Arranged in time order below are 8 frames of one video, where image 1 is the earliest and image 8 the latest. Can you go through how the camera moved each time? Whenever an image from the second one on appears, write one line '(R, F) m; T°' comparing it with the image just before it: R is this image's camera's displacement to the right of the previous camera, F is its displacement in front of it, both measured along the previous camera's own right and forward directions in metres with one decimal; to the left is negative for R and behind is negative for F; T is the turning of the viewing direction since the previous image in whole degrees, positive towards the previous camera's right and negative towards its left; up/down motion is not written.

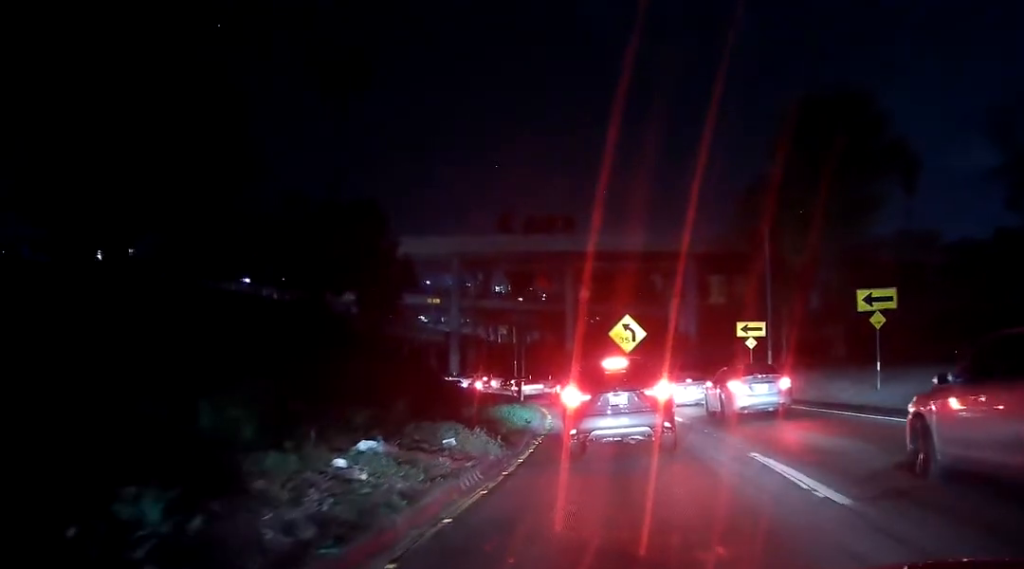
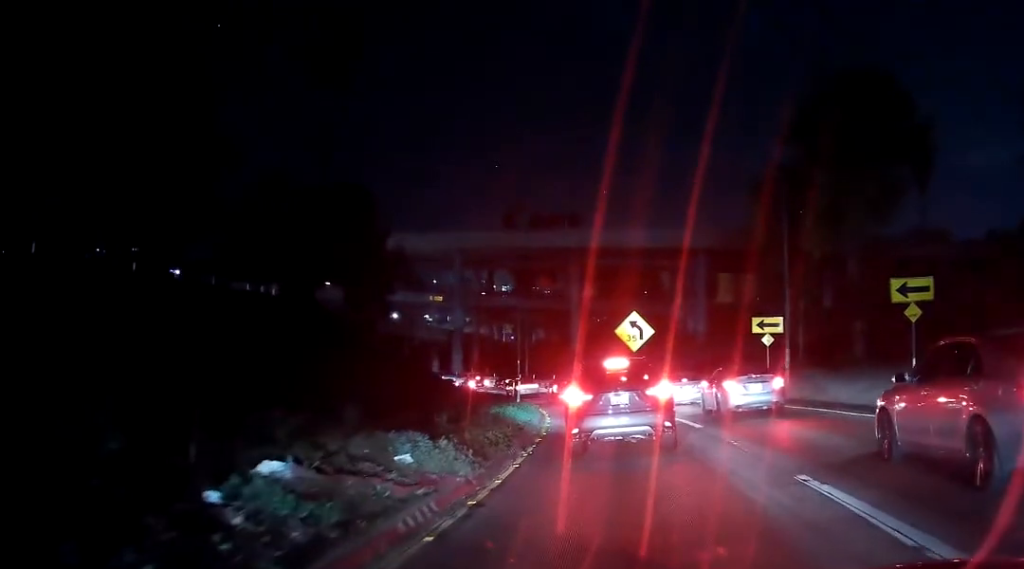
(+0.1, +3.0) m; -7°
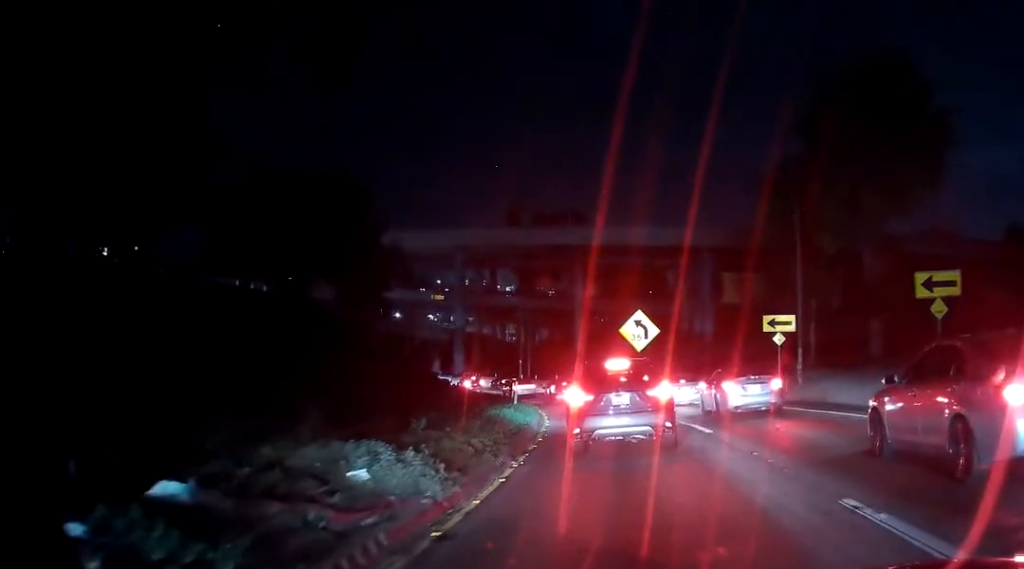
(-0.3, +1.8) m; 0°
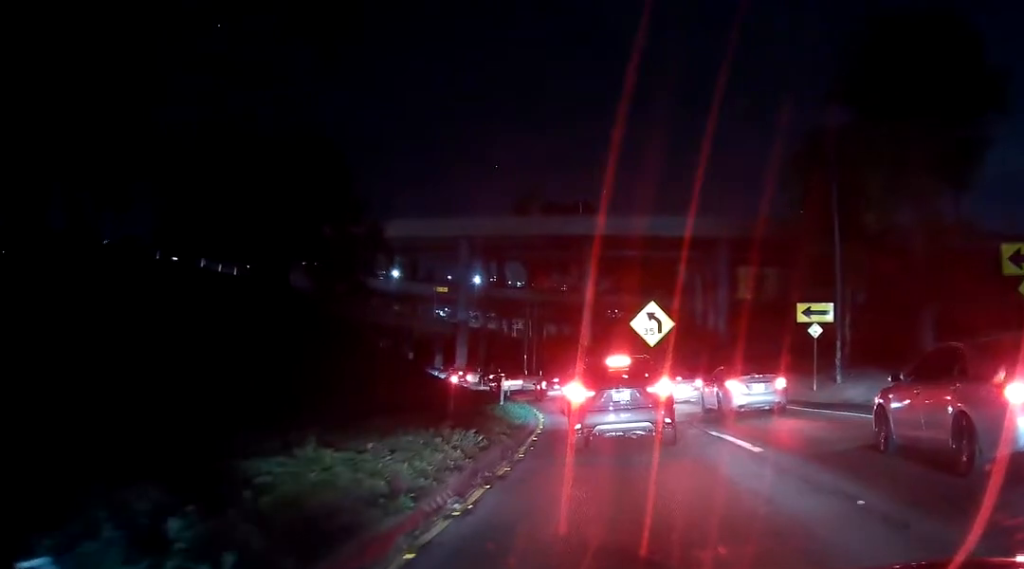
(+0.2, +5.0) m; +5°
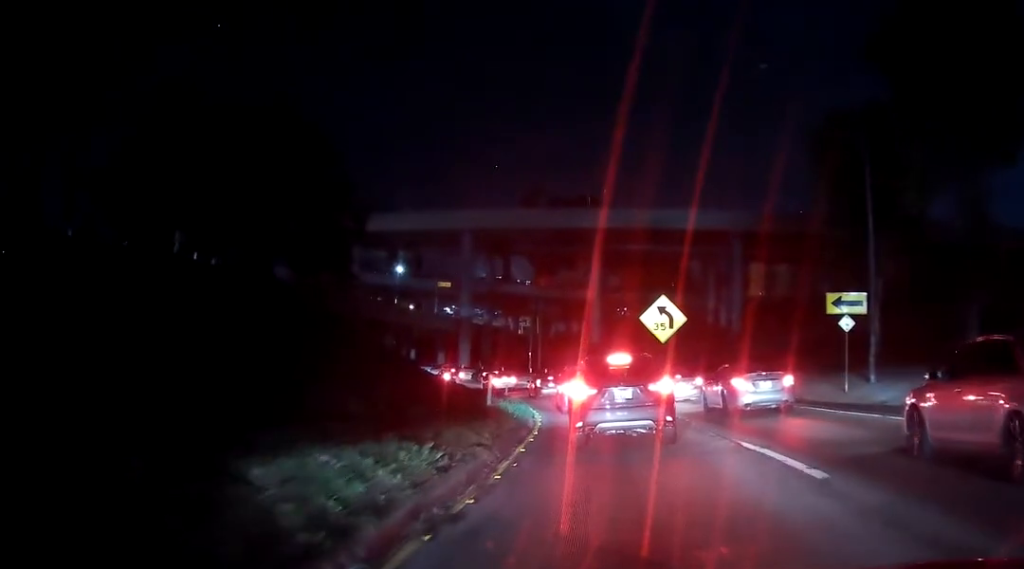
(0.0, +3.5) m; 0°
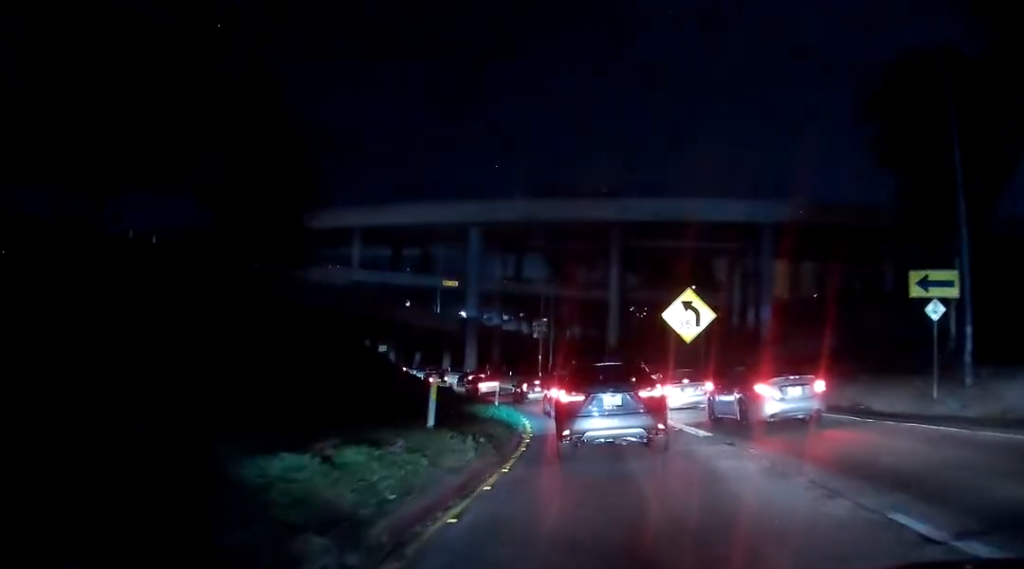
(0.0, +7.1) m; +2°
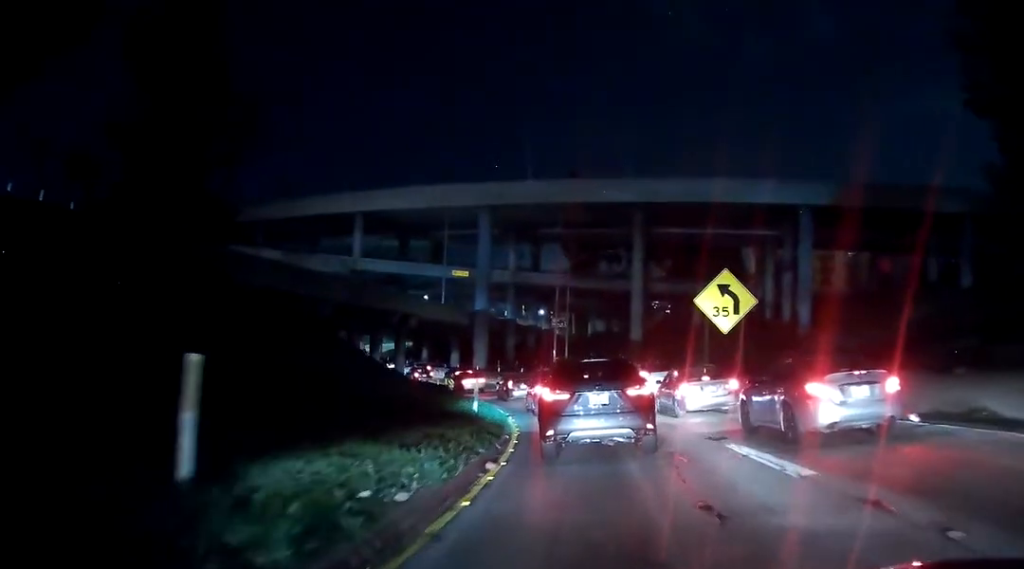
(-0.3, +7.8) m; -8°
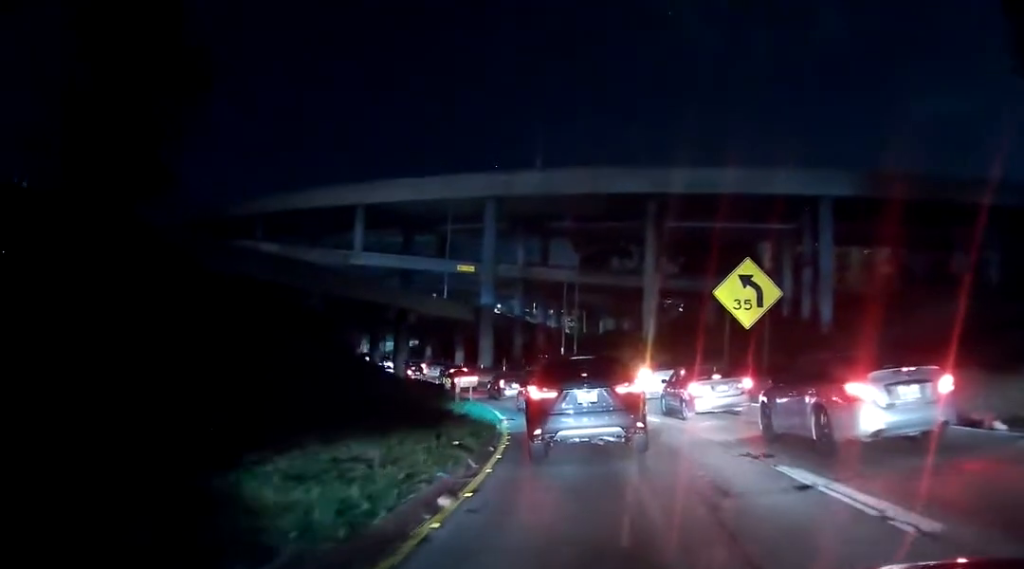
(-0.1, +3.3) m; -2°
